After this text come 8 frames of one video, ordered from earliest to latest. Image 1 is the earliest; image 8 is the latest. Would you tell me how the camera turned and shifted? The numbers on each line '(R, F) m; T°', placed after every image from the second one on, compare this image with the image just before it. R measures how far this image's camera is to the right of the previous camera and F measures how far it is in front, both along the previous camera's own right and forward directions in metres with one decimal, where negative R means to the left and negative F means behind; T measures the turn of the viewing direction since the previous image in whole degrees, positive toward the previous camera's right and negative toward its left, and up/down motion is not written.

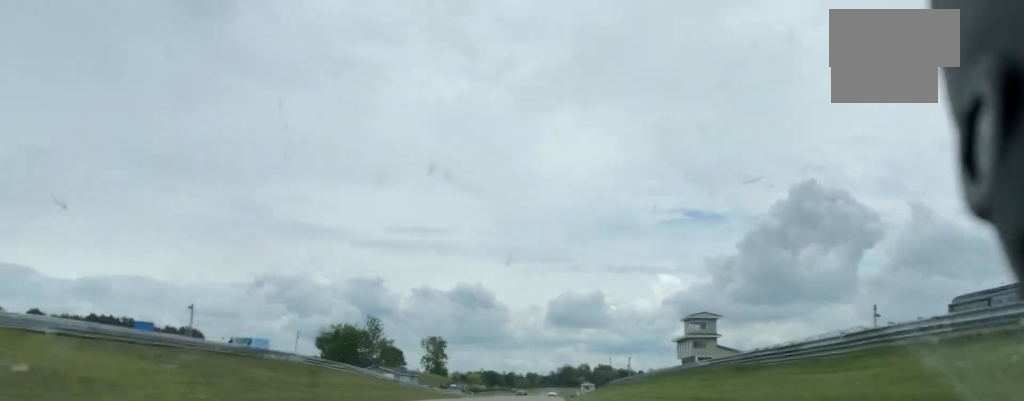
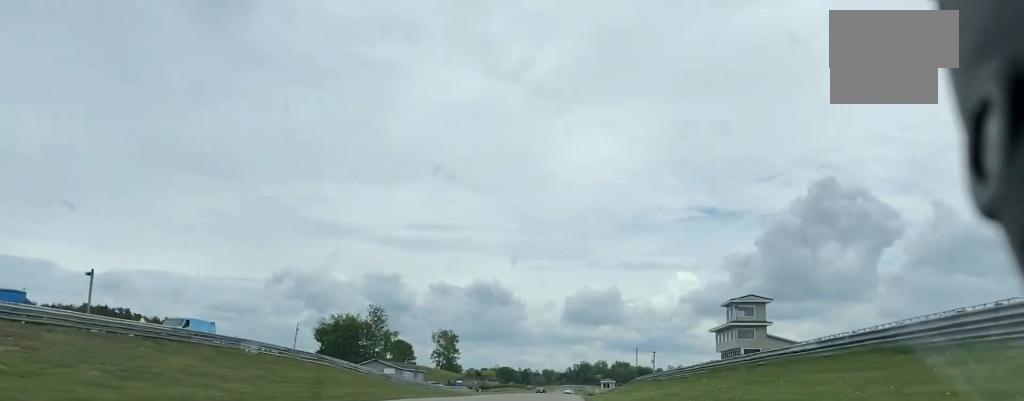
(-0.7, +19.0) m; -2°
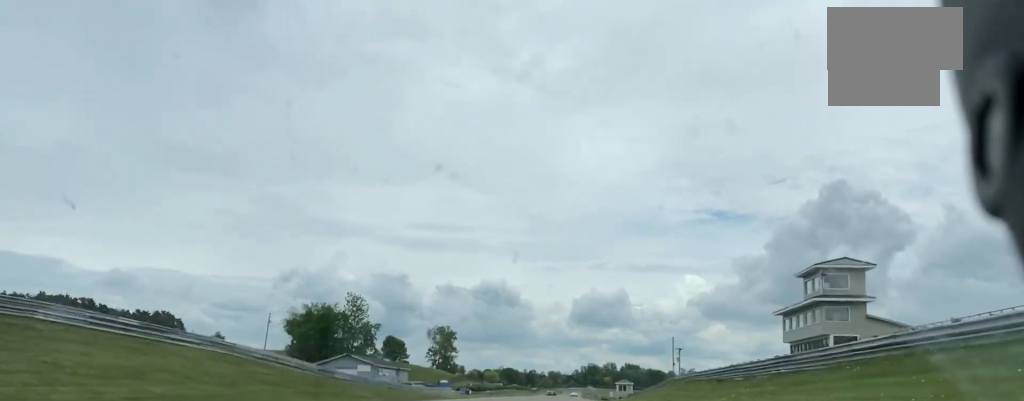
(-0.1, +29.5) m; 0°
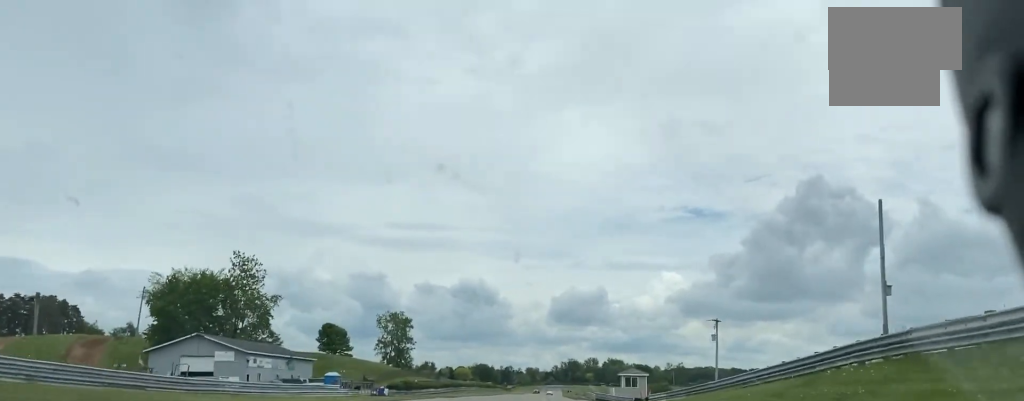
(+1.5, +56.1) m; +3°
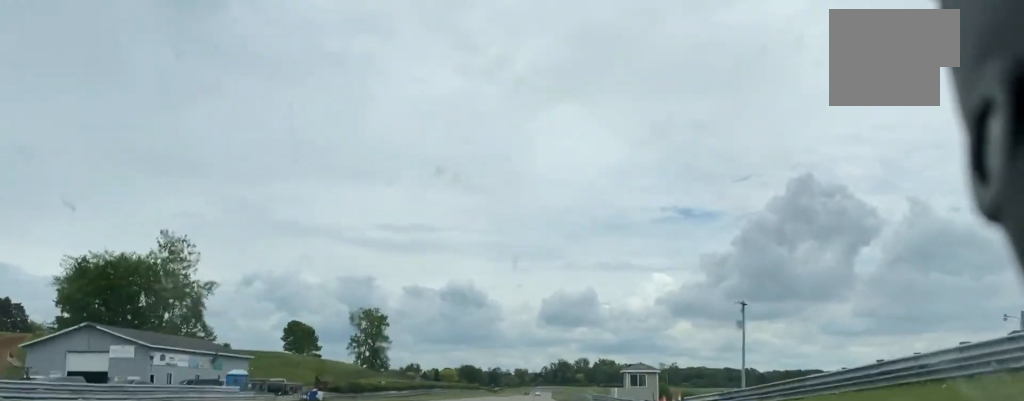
(+0.3, +20.5) m; +1°
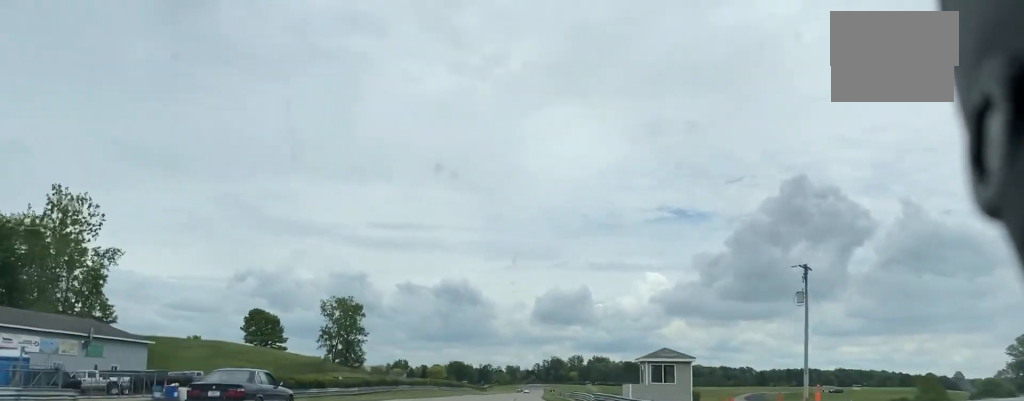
(+0.3, +23.9) m; 0°
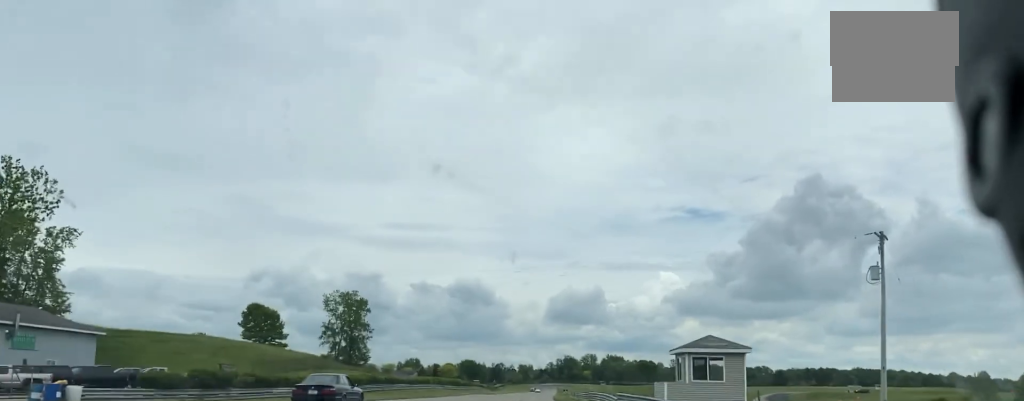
(+0.1, +11.9) m; -1°
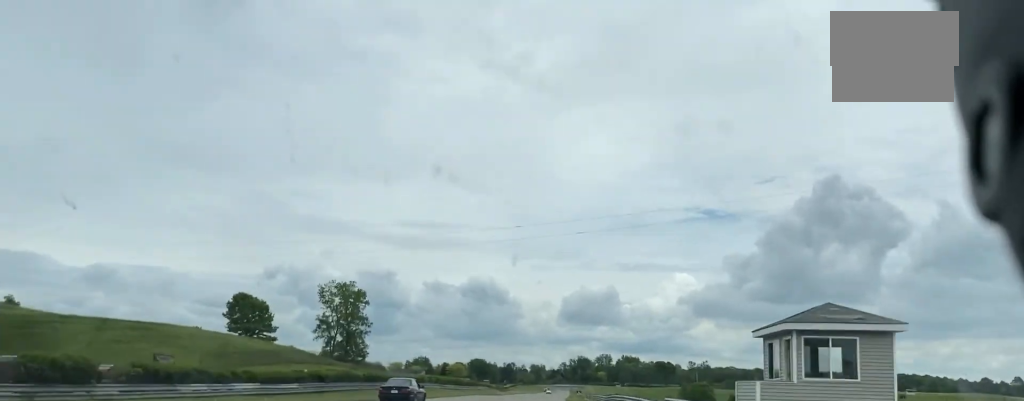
(-0.2, +16.3) m; -1°
